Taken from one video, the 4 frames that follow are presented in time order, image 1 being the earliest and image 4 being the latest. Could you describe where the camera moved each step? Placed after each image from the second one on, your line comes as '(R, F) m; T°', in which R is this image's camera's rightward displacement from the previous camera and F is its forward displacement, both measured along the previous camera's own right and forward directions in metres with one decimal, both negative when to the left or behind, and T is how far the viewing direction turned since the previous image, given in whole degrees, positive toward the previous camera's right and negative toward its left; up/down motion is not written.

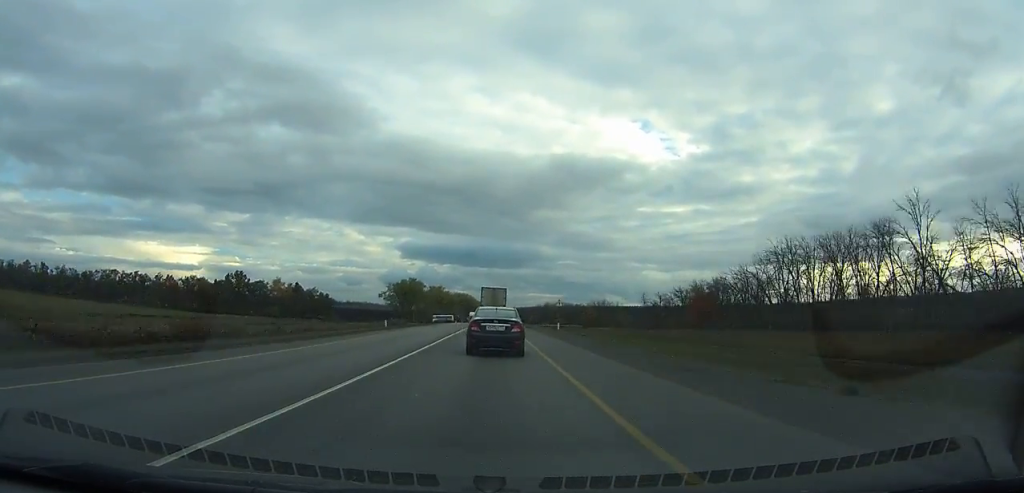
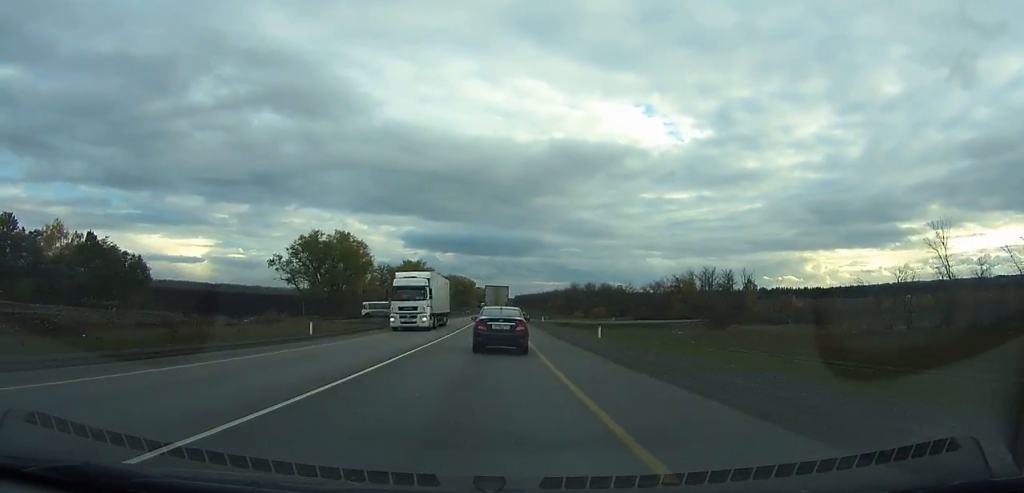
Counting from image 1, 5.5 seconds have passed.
(-0.4, +125.2) m; 0°
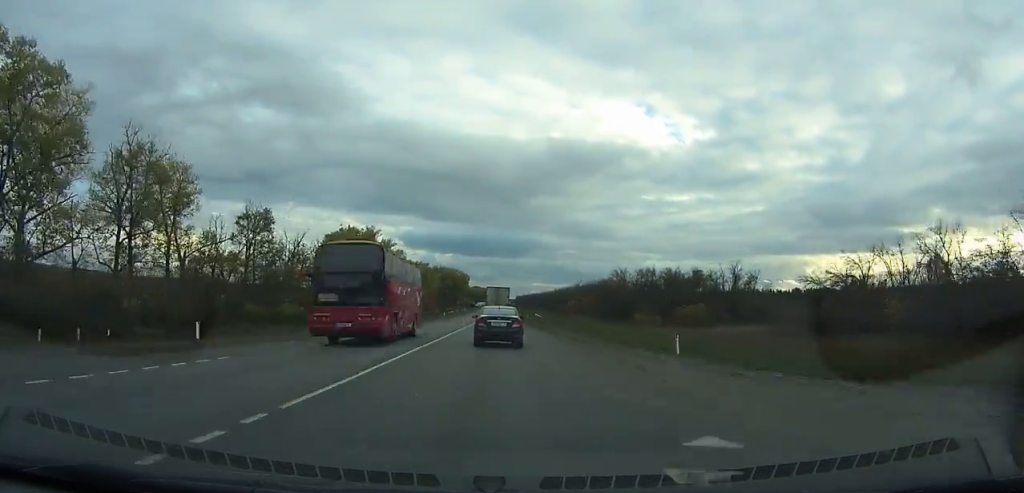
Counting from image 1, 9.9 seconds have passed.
(0.0, +103.6) m; 0°
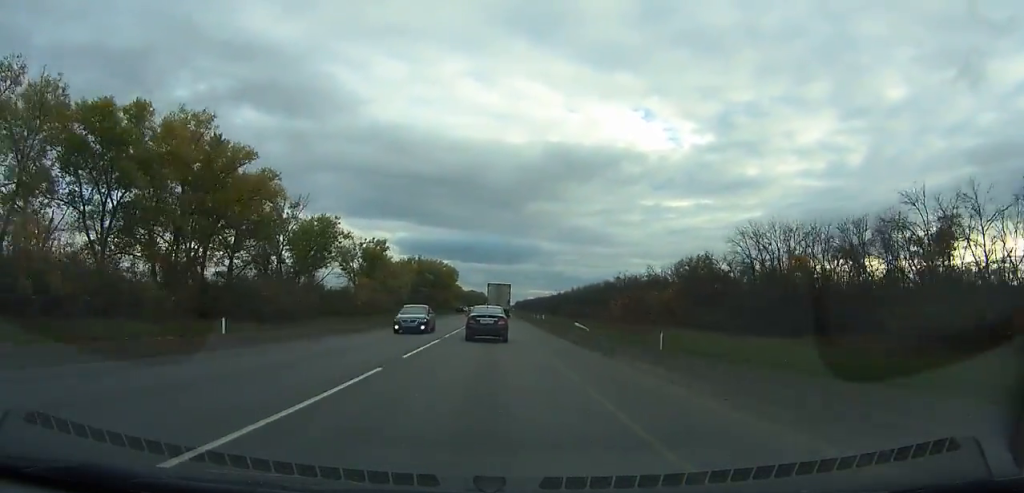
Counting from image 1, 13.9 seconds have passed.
(0.0, +96.4) m; 0°
